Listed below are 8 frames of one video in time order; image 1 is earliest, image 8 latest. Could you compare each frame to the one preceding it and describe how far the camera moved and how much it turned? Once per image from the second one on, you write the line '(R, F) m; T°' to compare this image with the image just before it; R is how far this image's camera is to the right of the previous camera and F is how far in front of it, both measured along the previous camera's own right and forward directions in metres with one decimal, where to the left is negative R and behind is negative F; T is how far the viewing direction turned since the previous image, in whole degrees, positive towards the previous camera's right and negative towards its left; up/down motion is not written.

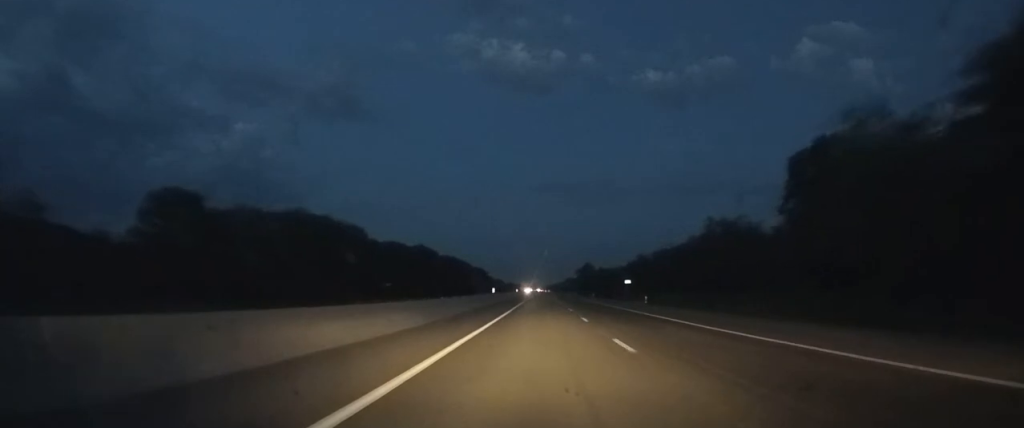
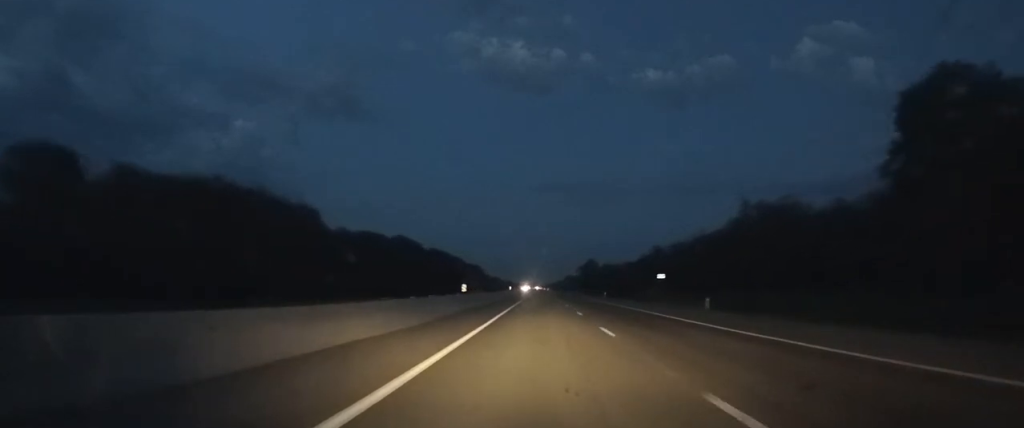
(+0.1, +19.0) m; 0°
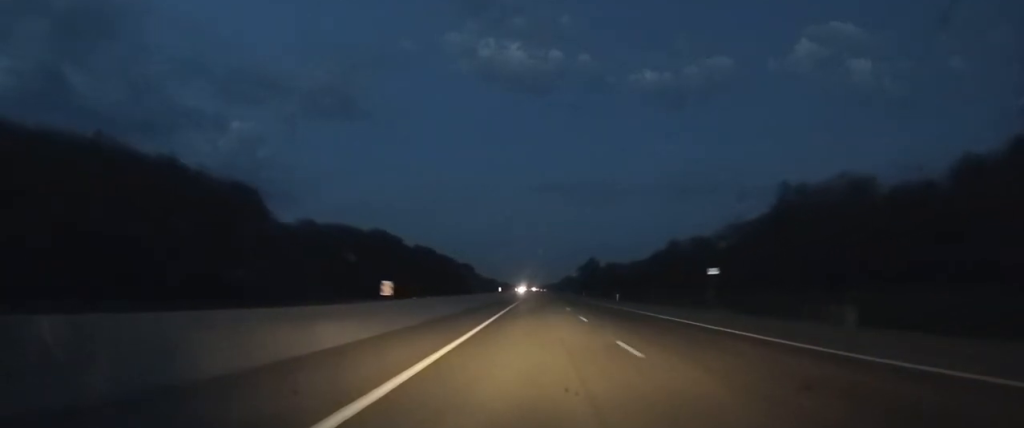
(0.0, +16.2) m; 0°
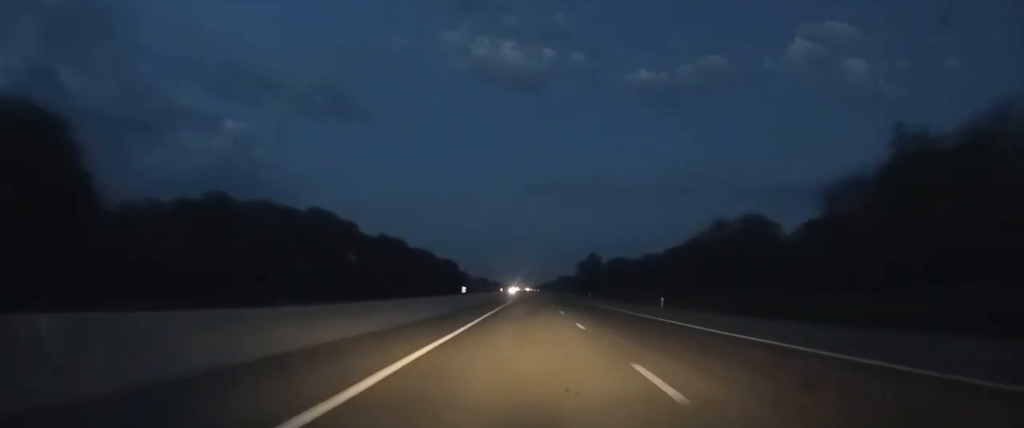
(+0.1, +32.0) m; 0°
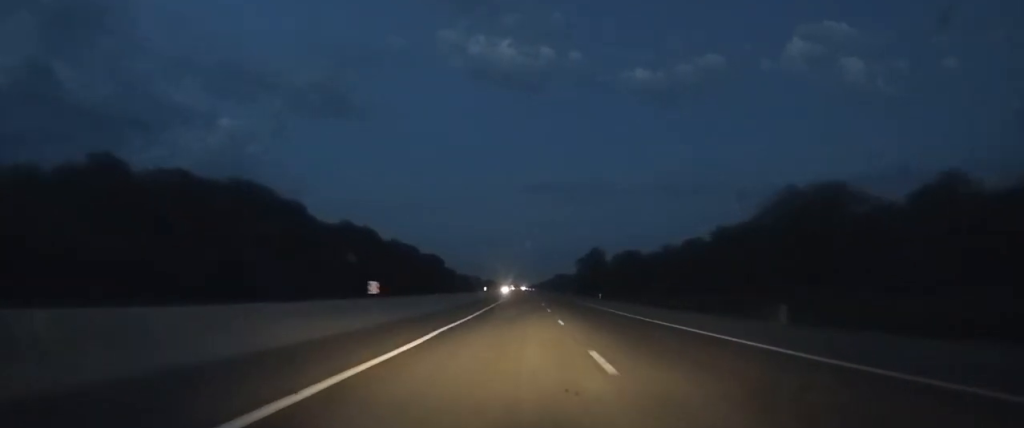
(+0.1, +27.0) m; 0°
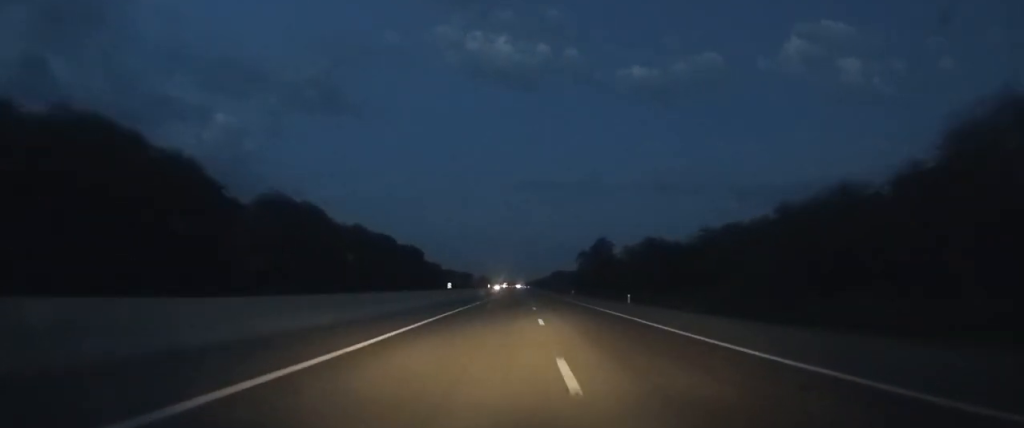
(+0.1, +29.8) m; 0°
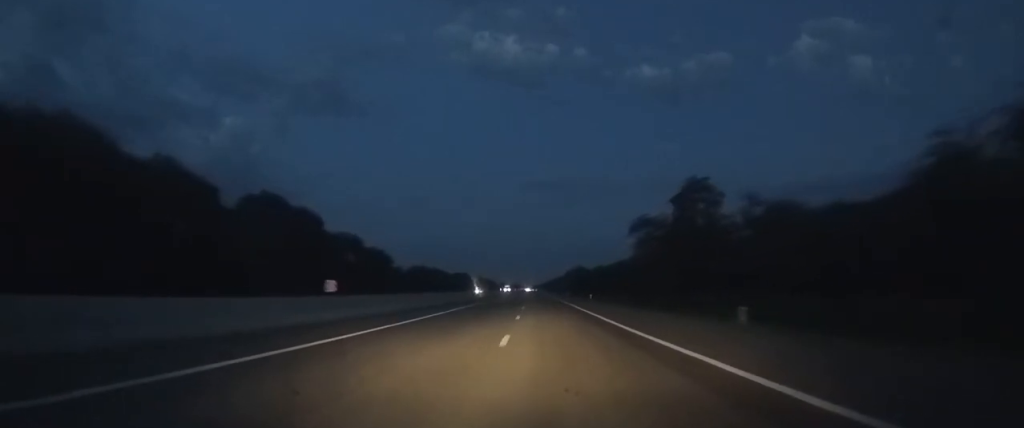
(-0.4, +68.8) m; -1°
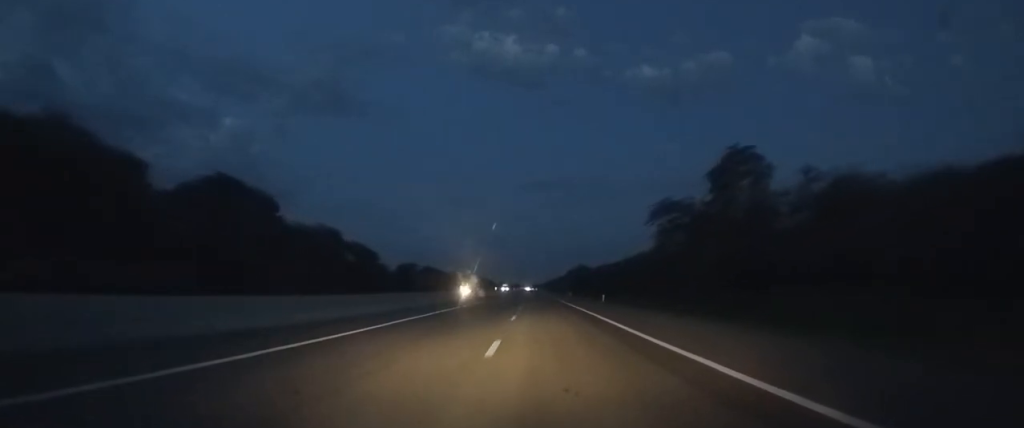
(0.0, +10.8) m; 0°
